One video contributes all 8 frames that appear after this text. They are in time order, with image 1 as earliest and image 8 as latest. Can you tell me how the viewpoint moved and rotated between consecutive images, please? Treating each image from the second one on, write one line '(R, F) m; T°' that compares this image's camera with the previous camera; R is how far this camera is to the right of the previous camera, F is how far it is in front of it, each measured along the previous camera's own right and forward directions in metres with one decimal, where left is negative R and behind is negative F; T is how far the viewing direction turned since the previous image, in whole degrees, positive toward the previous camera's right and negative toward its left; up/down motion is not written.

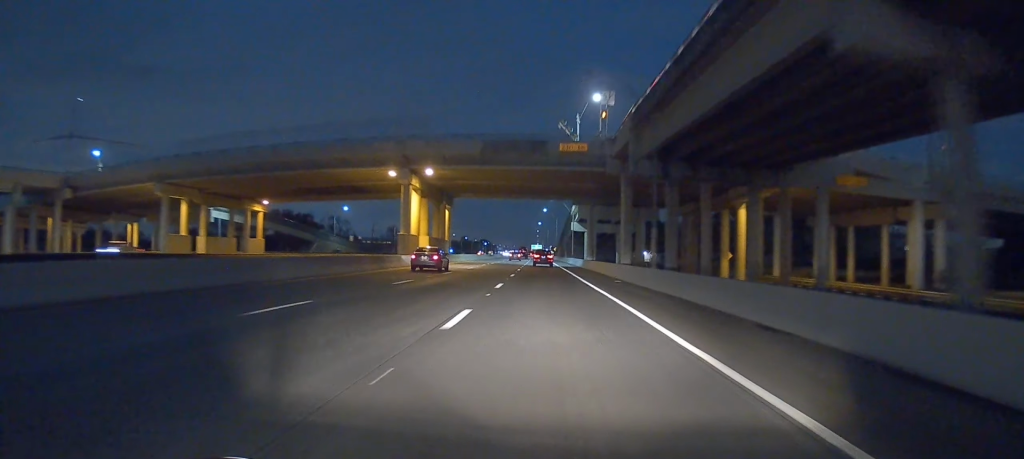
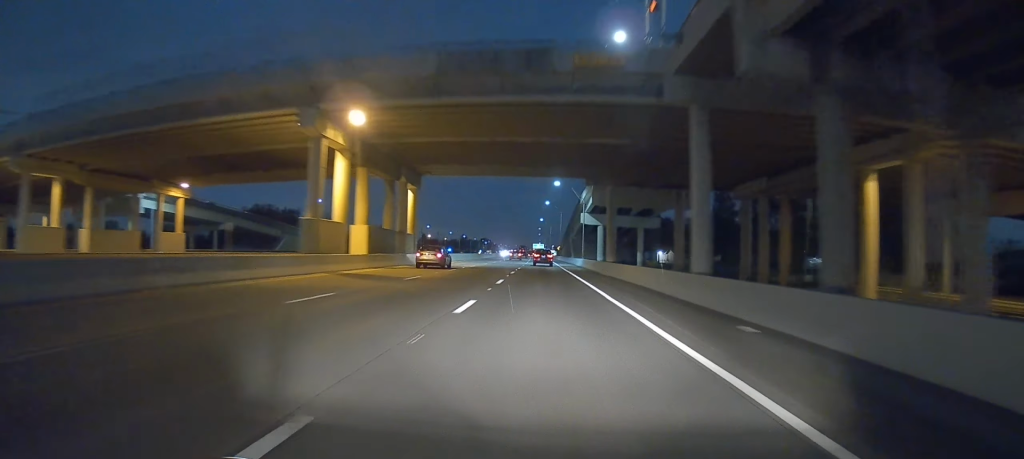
(-0.2, +22.0) m; 0°
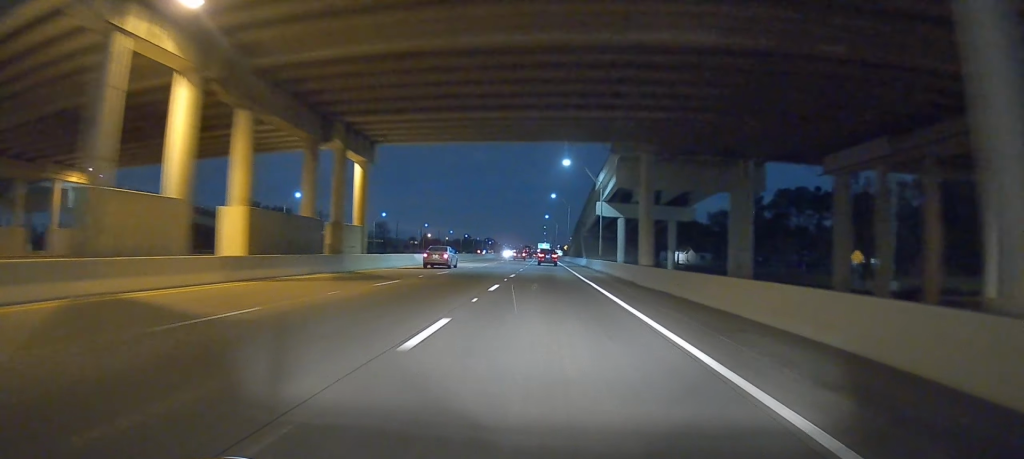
(-0.3, +17.4) m; 0°
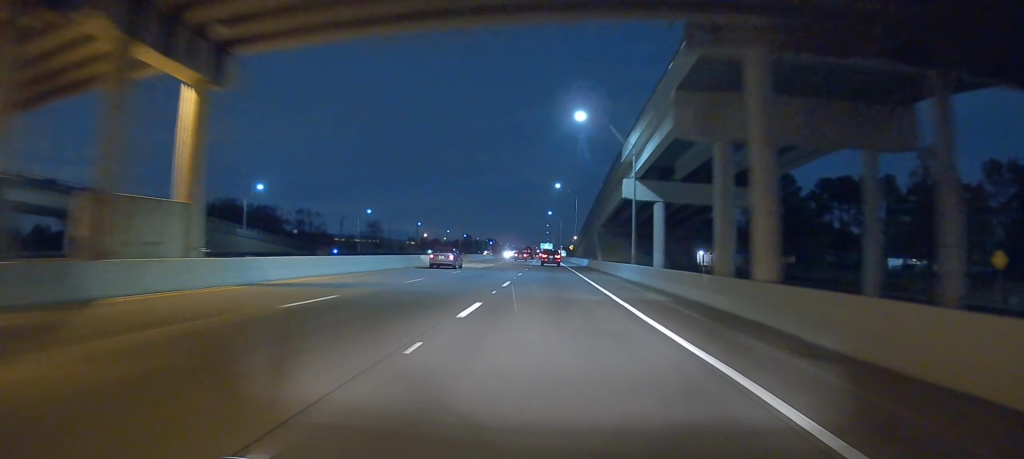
(+0.5, +20.1) m; 0°
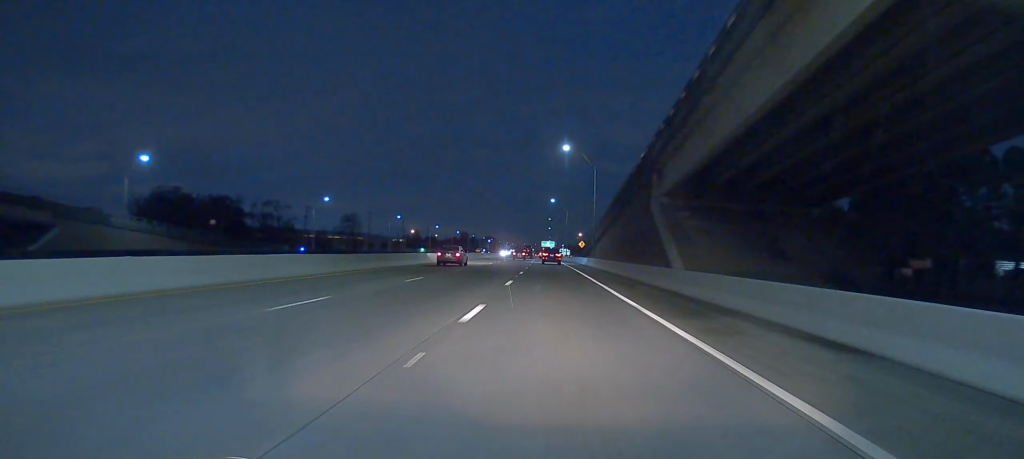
(-0.8, +37.6) m; -2°
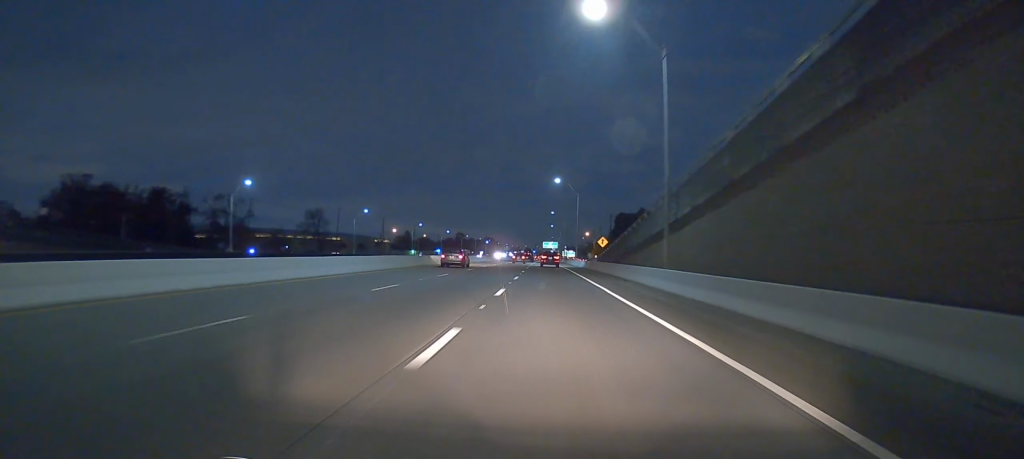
(0.0, +41.3) m; 0°
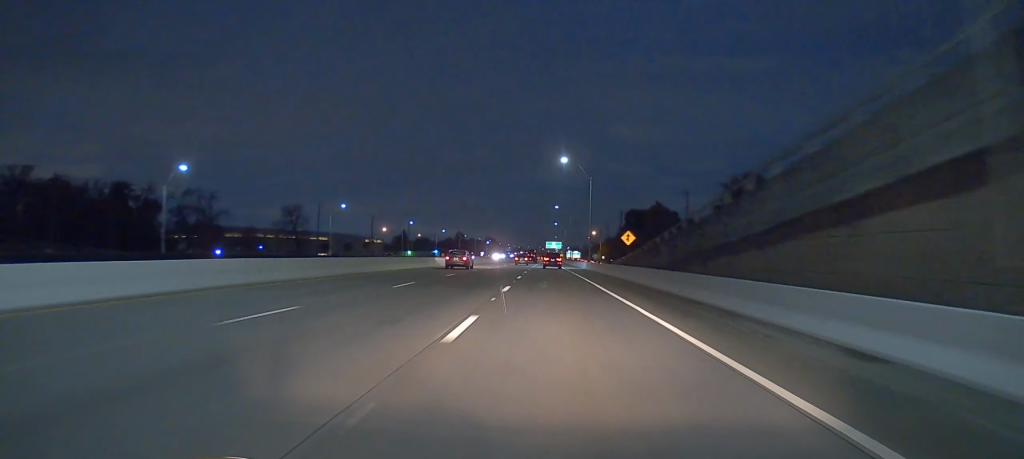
(0.0, +22.1) m; 0°
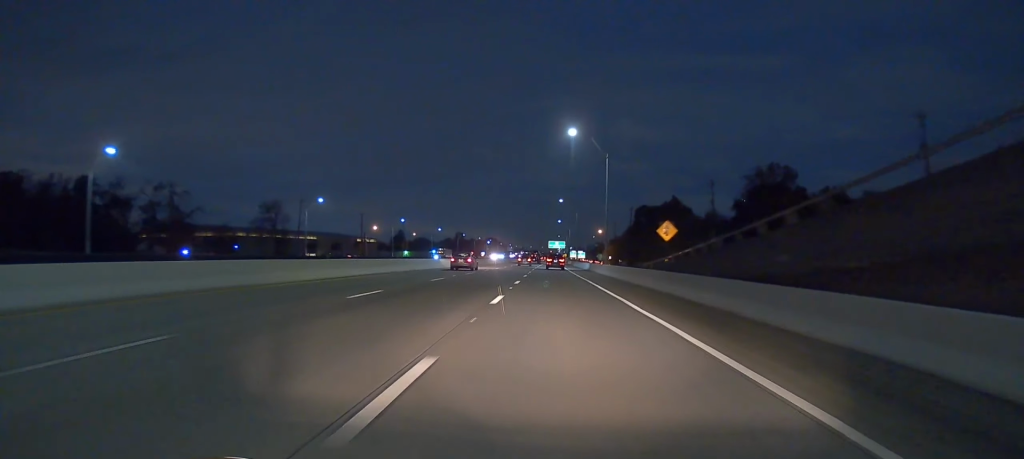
(0.0, +17.5) m; 0°
